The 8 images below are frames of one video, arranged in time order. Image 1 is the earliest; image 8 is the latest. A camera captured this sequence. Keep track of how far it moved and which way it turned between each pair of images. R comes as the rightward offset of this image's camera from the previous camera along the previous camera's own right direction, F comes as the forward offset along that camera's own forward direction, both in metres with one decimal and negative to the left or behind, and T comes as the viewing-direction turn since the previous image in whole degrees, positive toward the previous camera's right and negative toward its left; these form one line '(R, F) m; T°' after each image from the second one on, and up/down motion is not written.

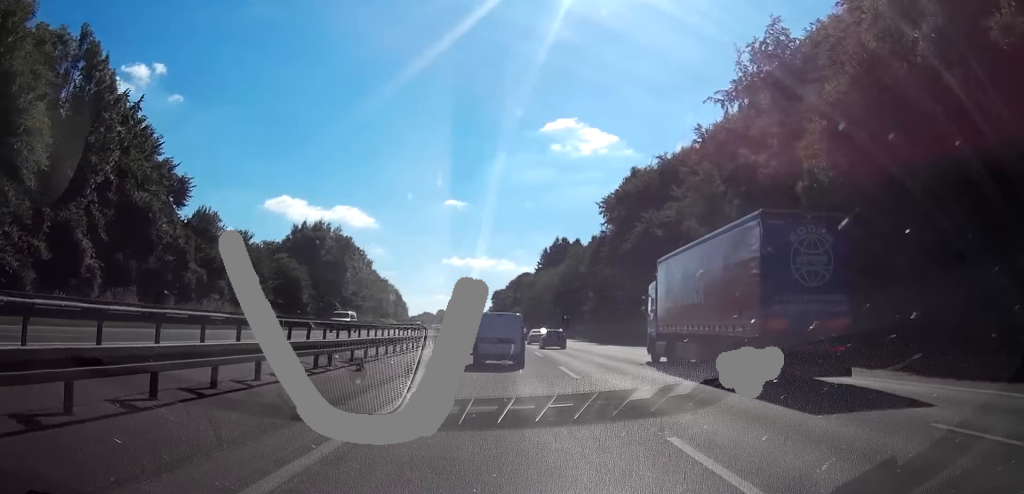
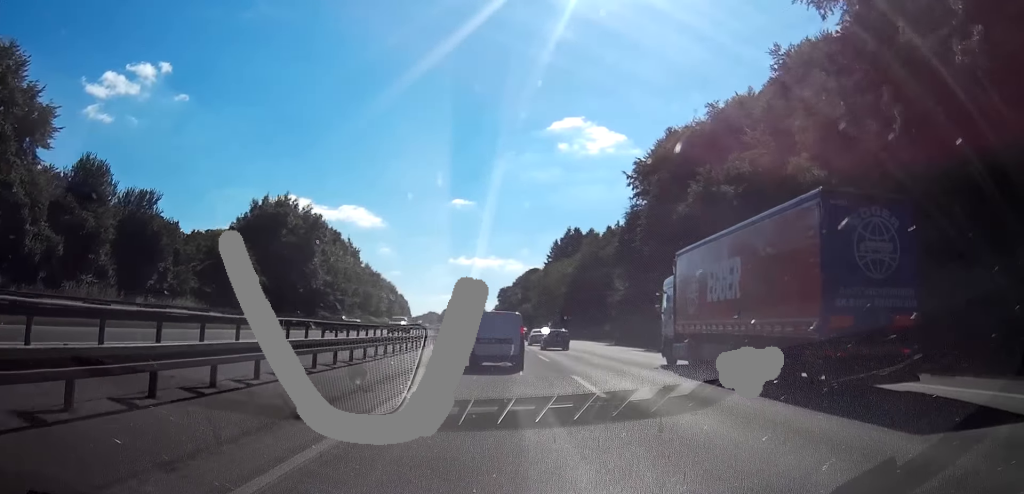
(0.0, +21.6) m; 0°
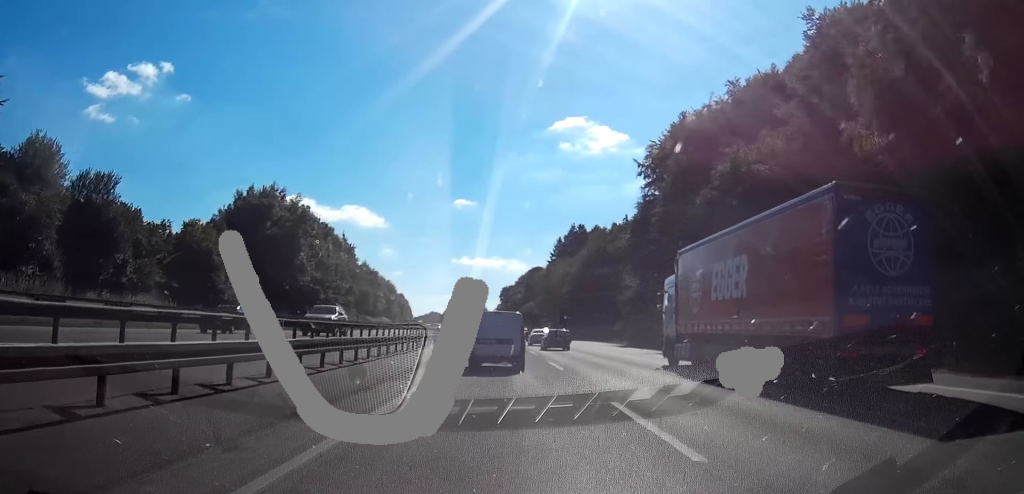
(0.0, +6.5) m; 0°
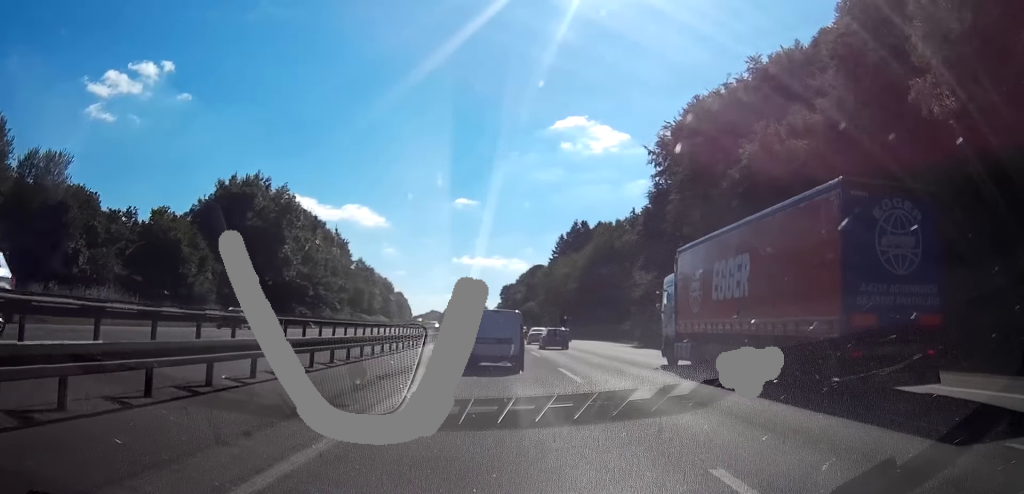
(0.0, +5.8) m; -1°
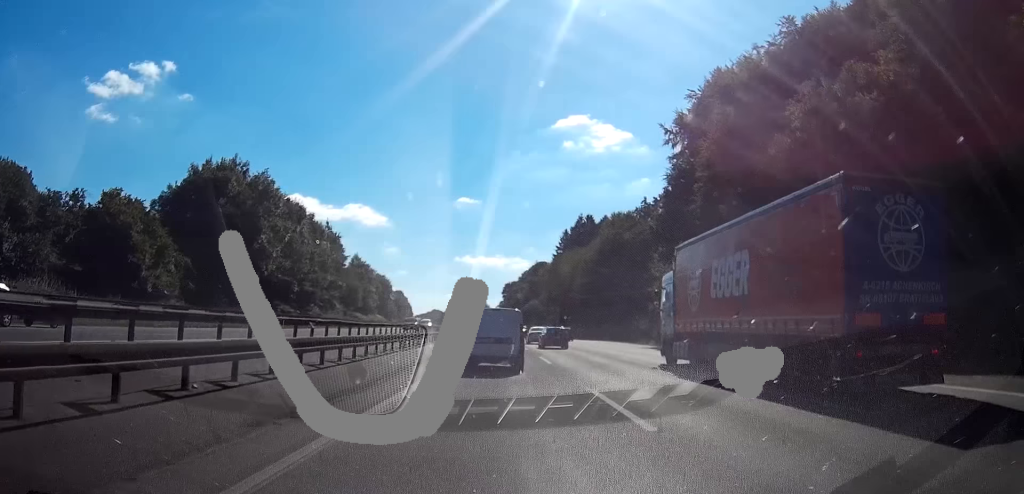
(-0.1, +7.6) m; -2°
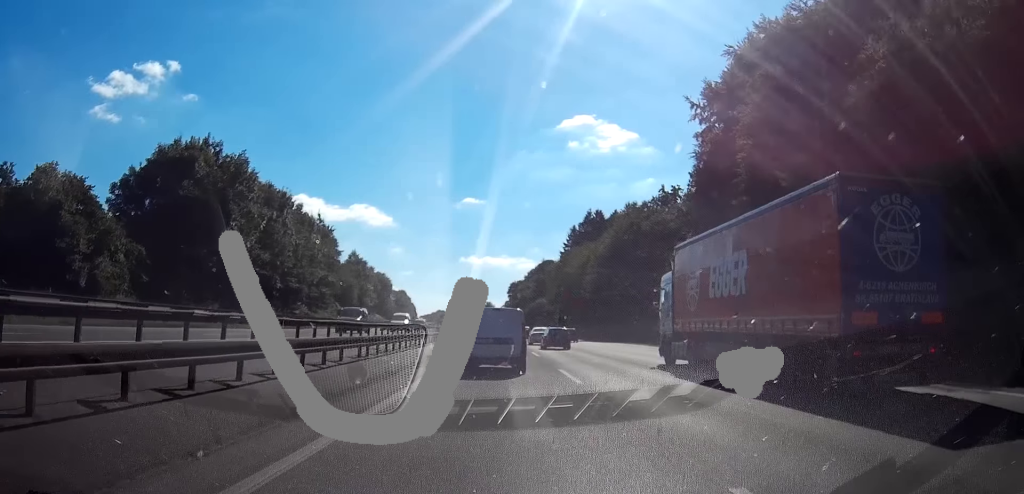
(-0.2, +8.2) m; -3°
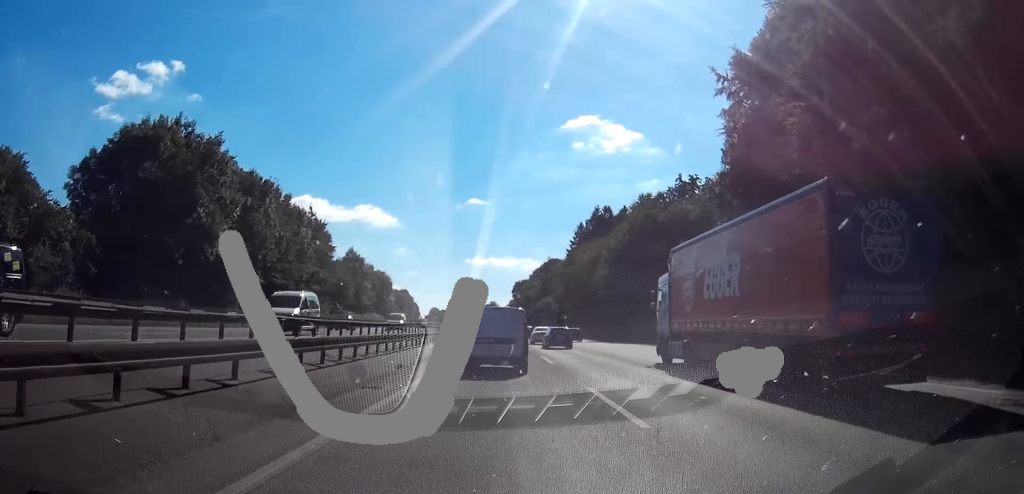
(-0.2, +6.7) m; -2°
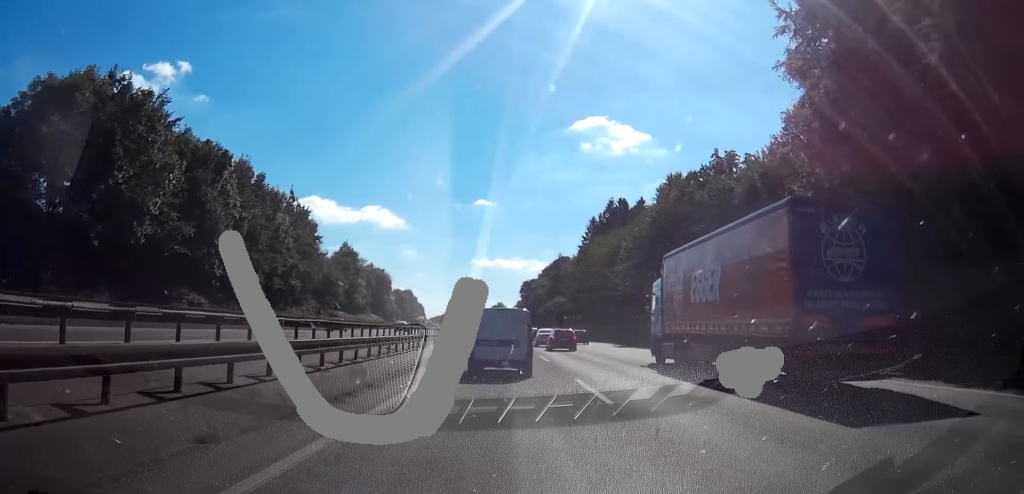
(-0.7, +12.4) m; -4°
